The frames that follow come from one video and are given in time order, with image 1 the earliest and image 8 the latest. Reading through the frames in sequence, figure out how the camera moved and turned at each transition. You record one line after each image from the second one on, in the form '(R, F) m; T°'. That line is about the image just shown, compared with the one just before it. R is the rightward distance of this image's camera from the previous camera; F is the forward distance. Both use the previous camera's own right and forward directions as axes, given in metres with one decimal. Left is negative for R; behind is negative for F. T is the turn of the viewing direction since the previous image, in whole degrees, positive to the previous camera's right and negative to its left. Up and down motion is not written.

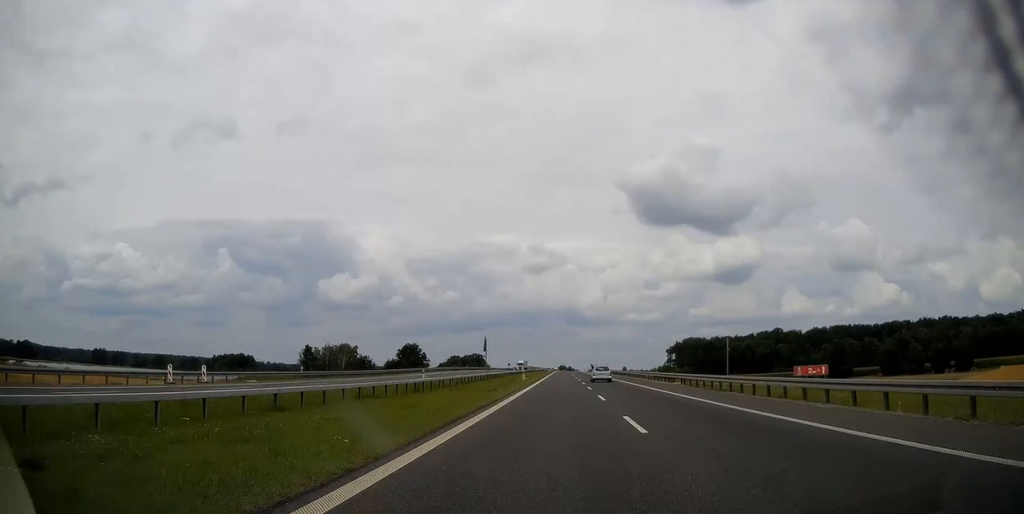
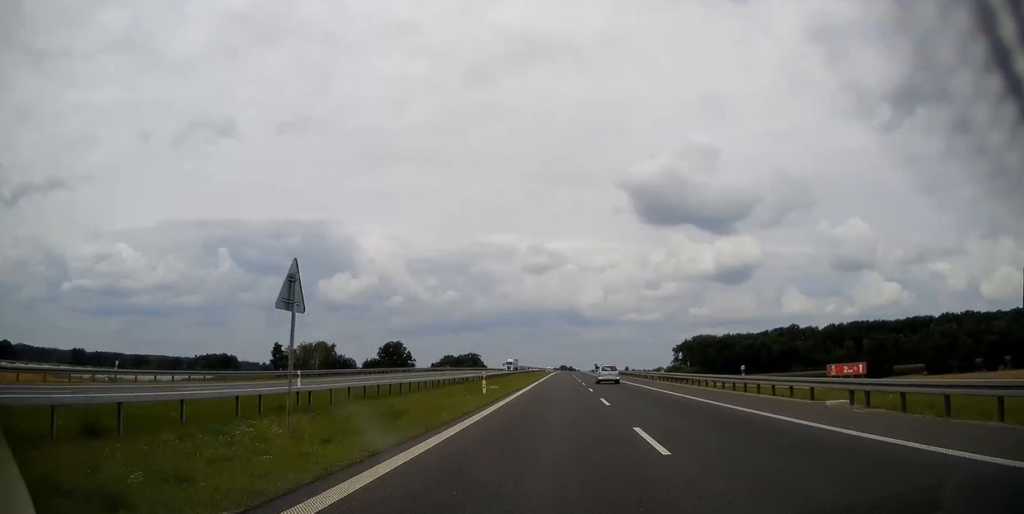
(+0.1, +27.3) m; 0°
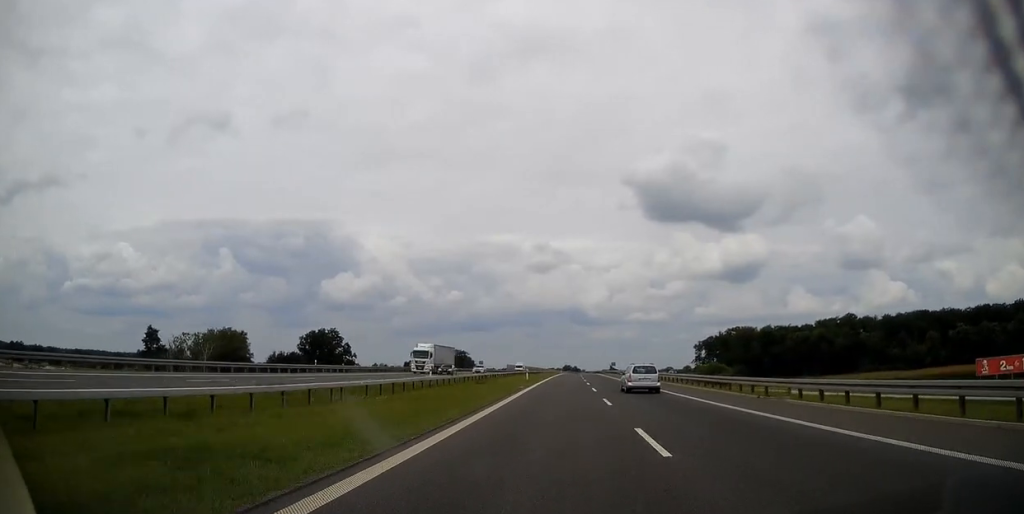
(-0.4, +72.9) m; 0°
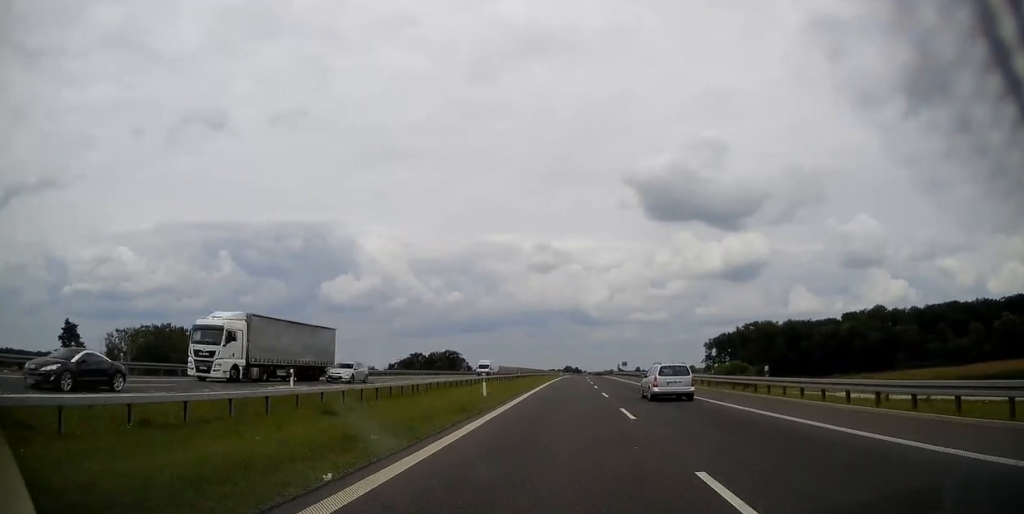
(0.0, +29.7) m; 0°
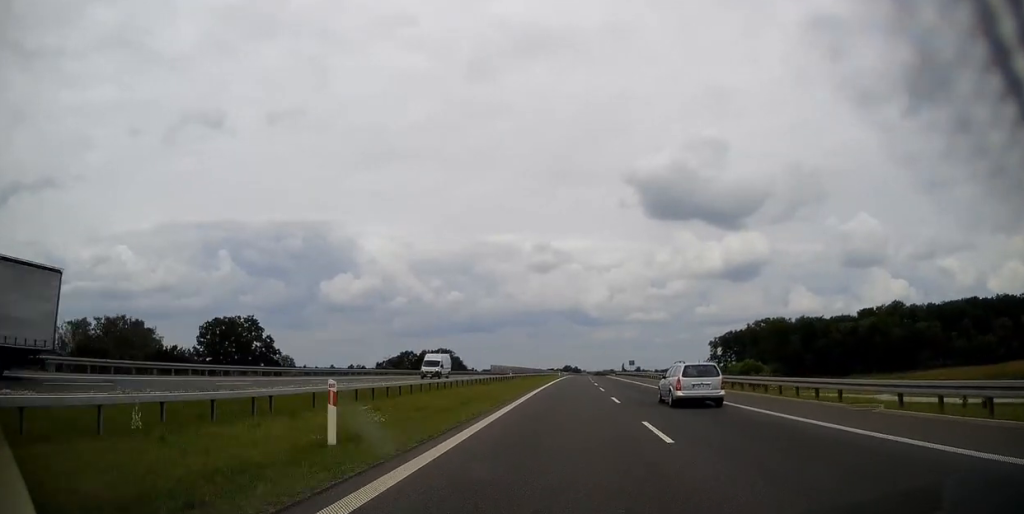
(-0.2, +17.2) m; 0°
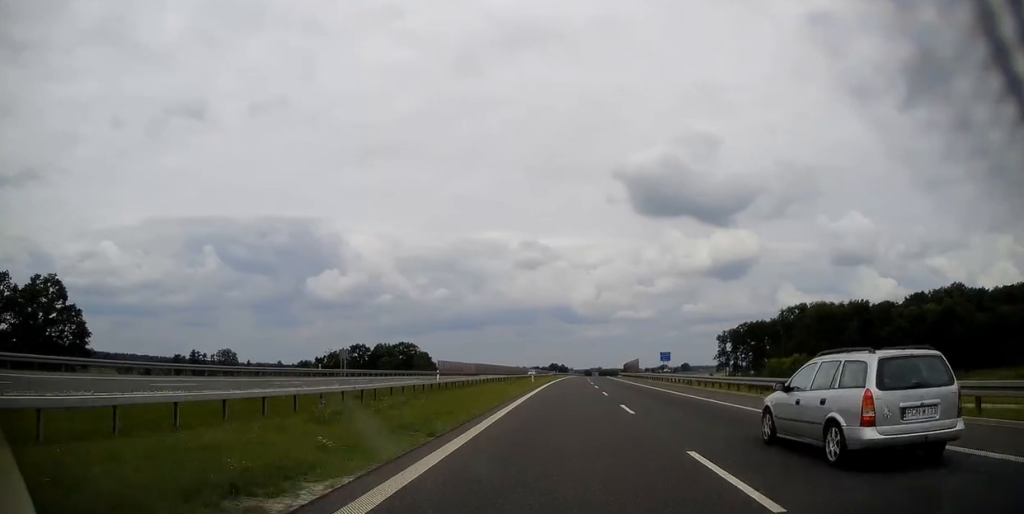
(+0.5, +53.9) m; +1°
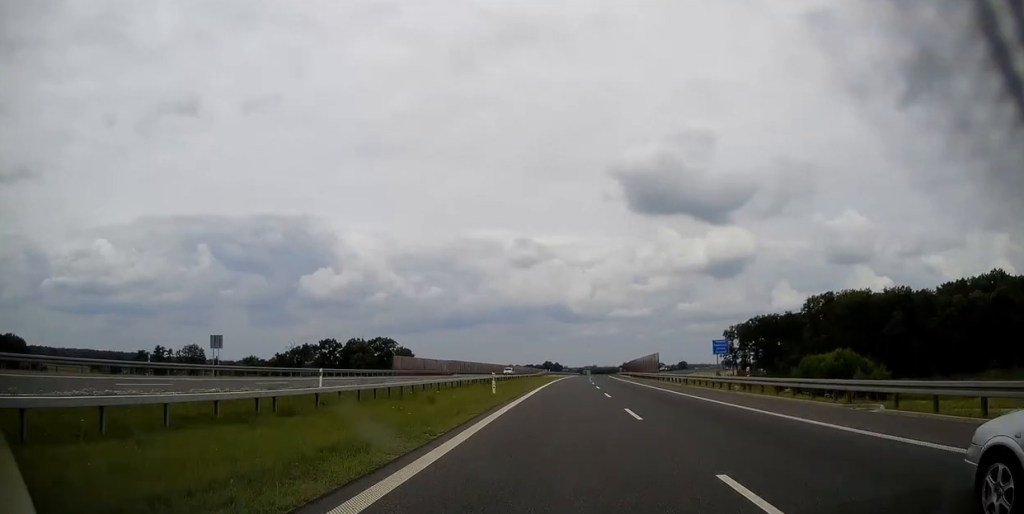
(+0.1, +26.4) m; 0°
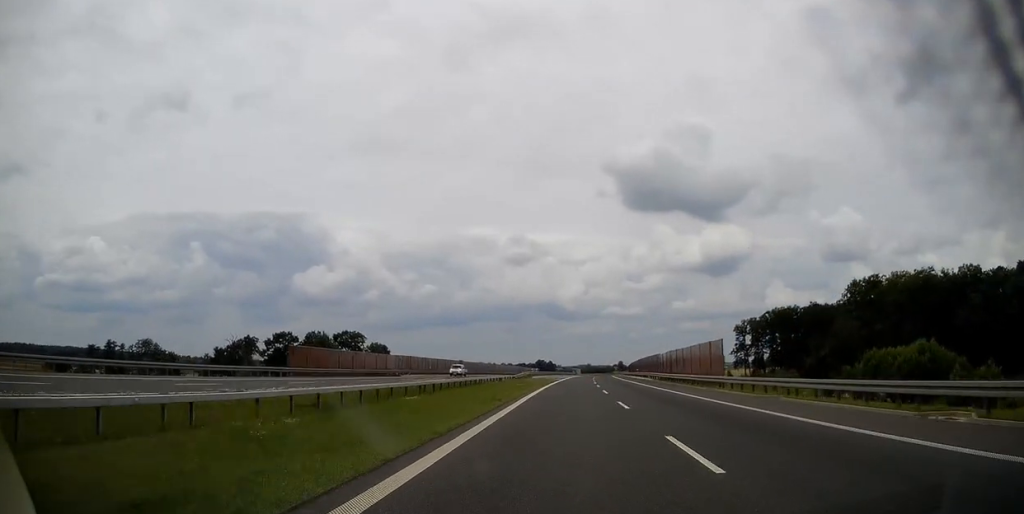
(+0.1, +32.1) m; 0°
